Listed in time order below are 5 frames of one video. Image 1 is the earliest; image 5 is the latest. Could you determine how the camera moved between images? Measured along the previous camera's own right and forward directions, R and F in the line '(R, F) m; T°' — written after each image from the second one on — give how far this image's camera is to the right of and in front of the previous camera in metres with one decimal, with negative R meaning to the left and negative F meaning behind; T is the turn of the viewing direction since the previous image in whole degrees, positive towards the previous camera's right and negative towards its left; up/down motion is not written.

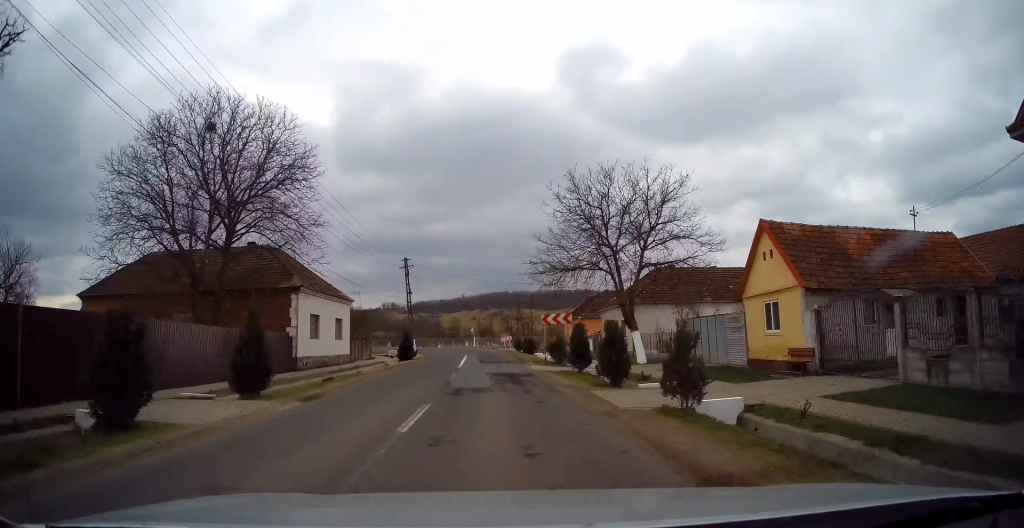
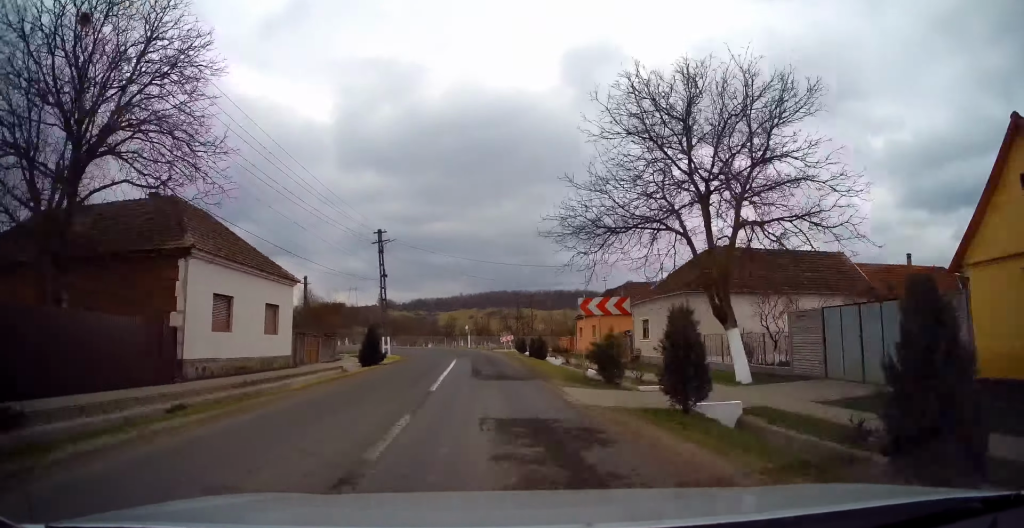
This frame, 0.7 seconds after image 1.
(-0.2, +10.7) m; 0°
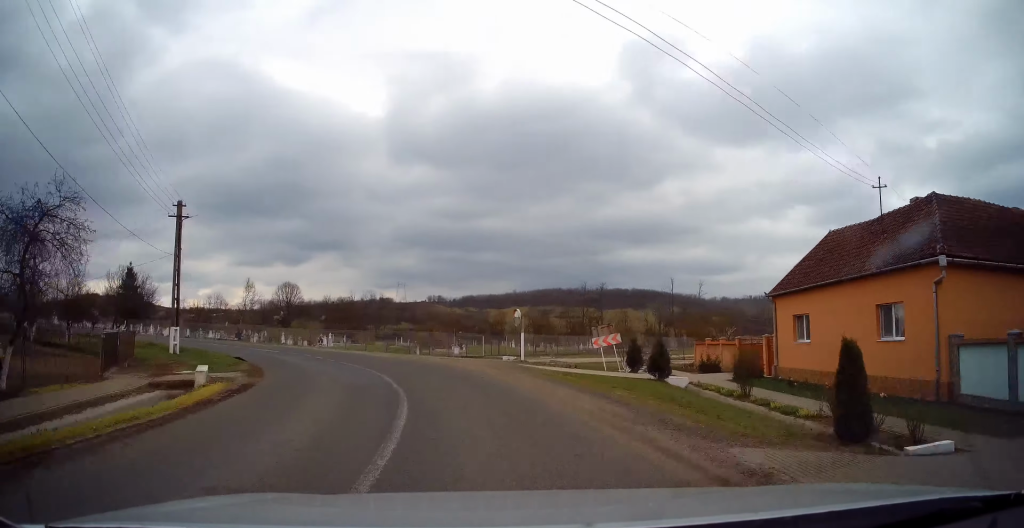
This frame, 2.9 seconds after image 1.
(-1.0, +33.6) m; -10°
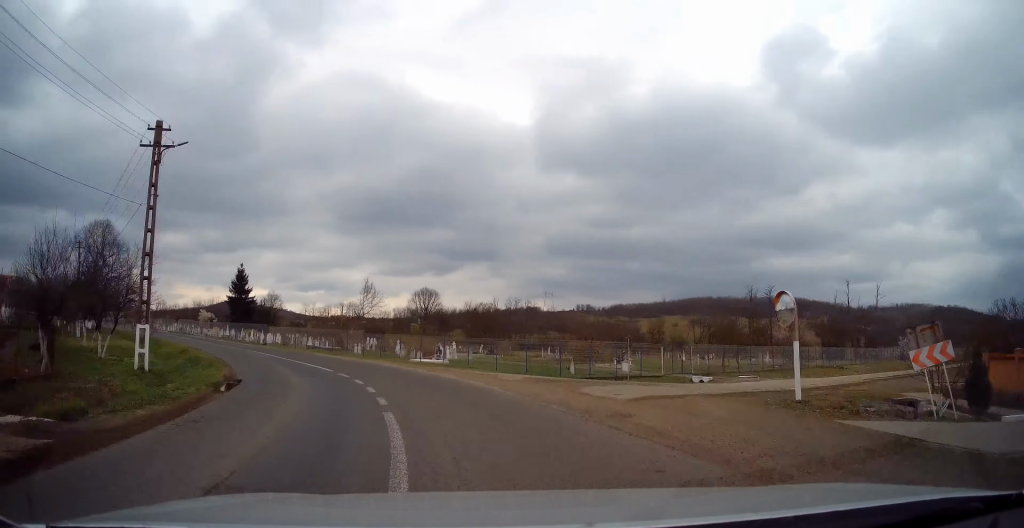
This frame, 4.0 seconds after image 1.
(-1.6, +14.7) m; -15°
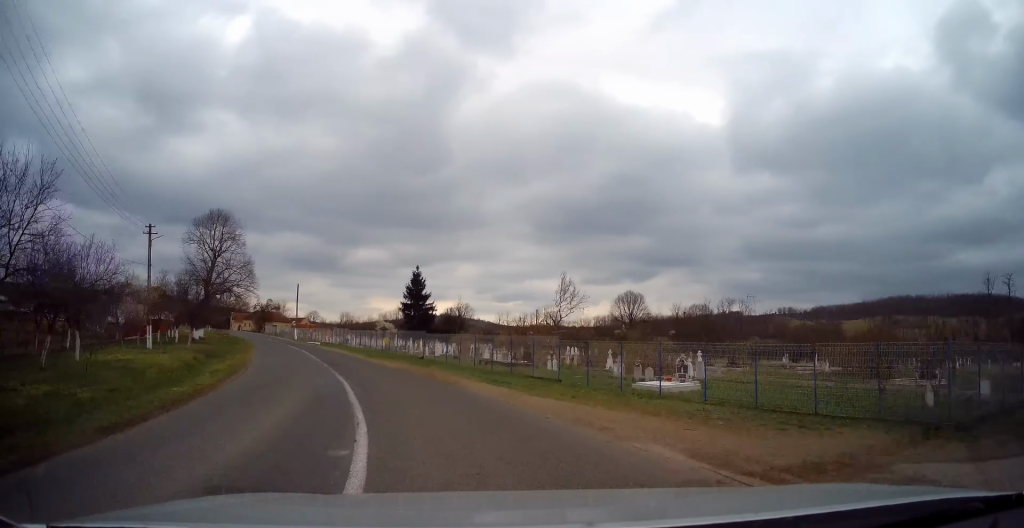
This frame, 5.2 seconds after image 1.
(-3.3, +16.1) m; -21°
